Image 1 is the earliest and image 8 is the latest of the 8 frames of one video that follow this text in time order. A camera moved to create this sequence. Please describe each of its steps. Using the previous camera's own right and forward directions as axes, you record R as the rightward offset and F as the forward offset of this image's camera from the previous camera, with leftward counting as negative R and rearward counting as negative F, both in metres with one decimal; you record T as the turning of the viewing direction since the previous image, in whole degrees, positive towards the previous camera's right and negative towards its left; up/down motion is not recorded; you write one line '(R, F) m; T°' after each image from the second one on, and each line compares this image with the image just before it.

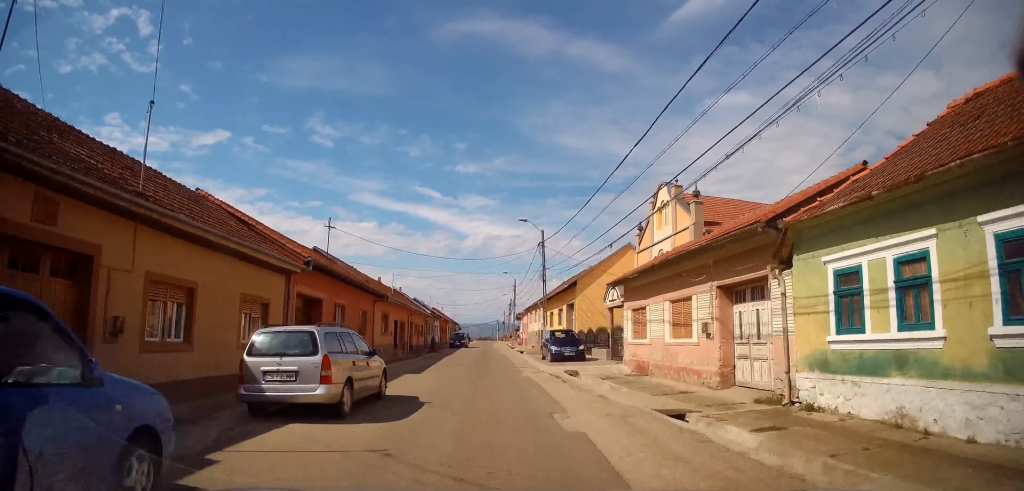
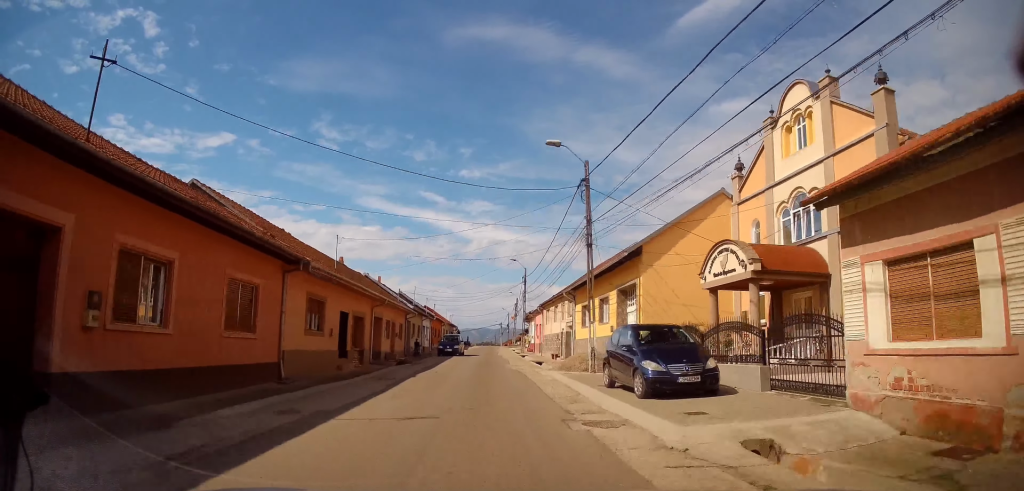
(+0.1, +14.9) m; +1°
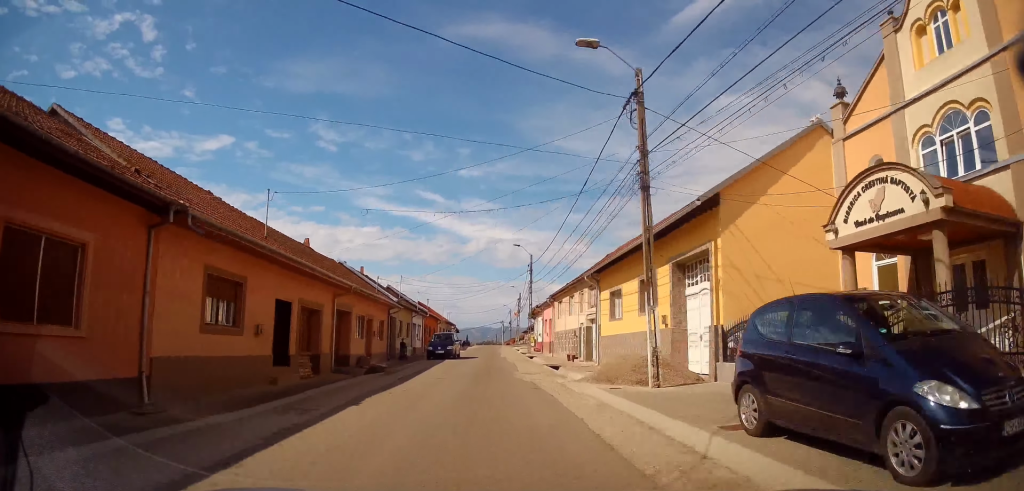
(+0.1, +7.6) m; +1°
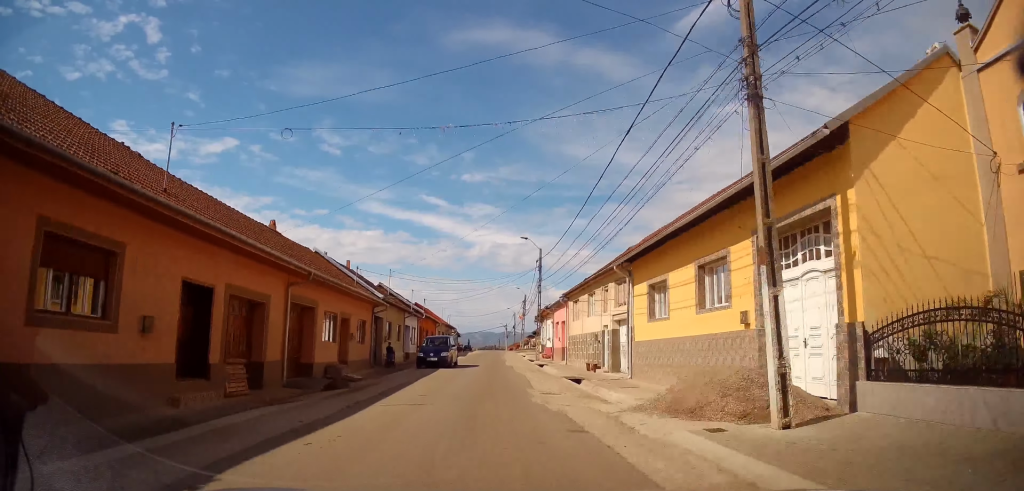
(0.0, +5.8) m; -1°
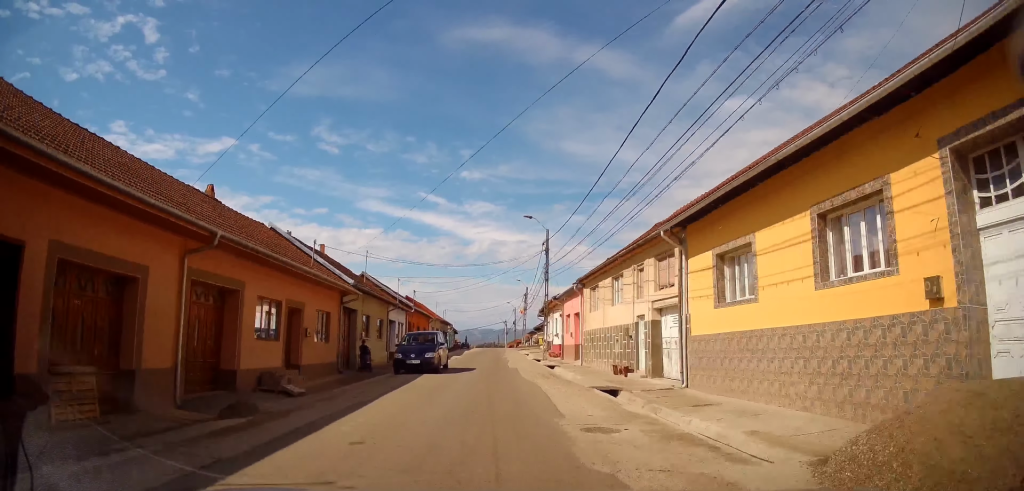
(+0.1, +6.2) m; -1°
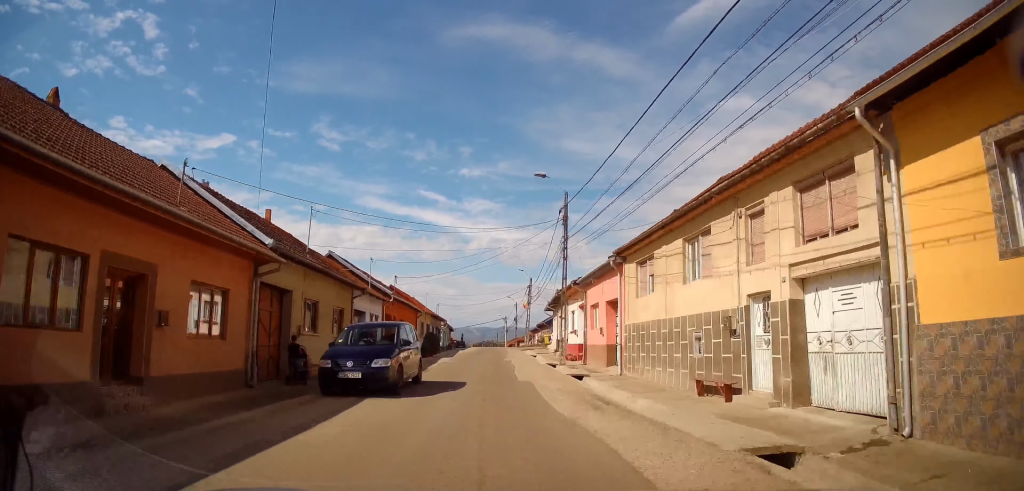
(-0.3, +8.9) m; 0°
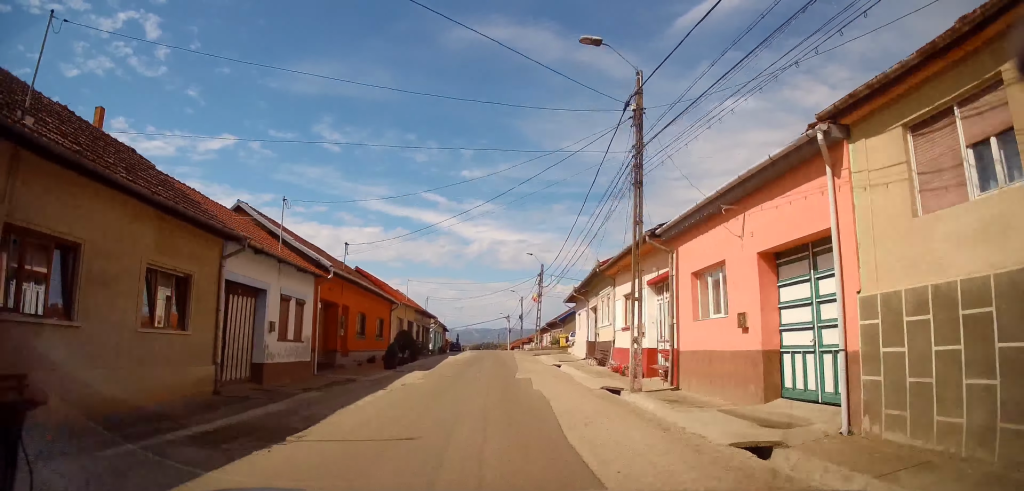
(+0.2, +13.2) m; +2°
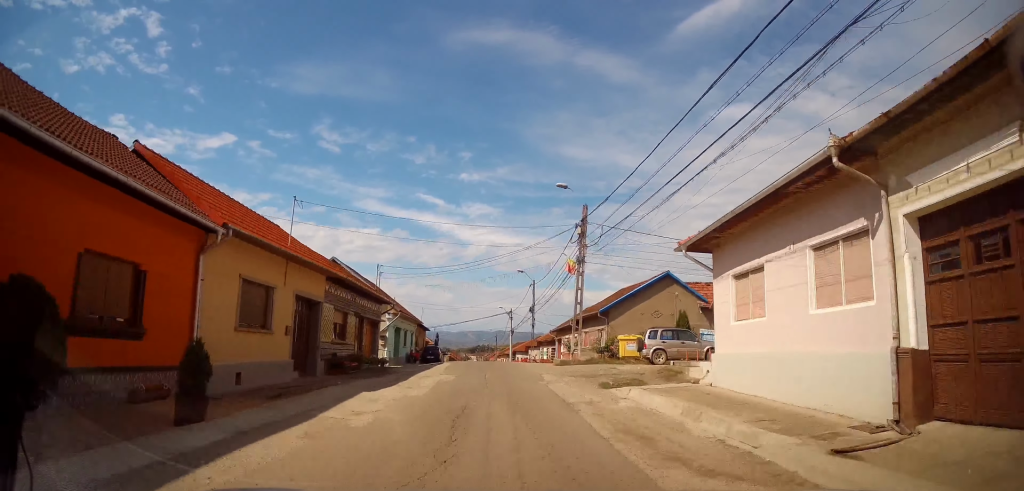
(+0.3, +24.6) m; +1°
